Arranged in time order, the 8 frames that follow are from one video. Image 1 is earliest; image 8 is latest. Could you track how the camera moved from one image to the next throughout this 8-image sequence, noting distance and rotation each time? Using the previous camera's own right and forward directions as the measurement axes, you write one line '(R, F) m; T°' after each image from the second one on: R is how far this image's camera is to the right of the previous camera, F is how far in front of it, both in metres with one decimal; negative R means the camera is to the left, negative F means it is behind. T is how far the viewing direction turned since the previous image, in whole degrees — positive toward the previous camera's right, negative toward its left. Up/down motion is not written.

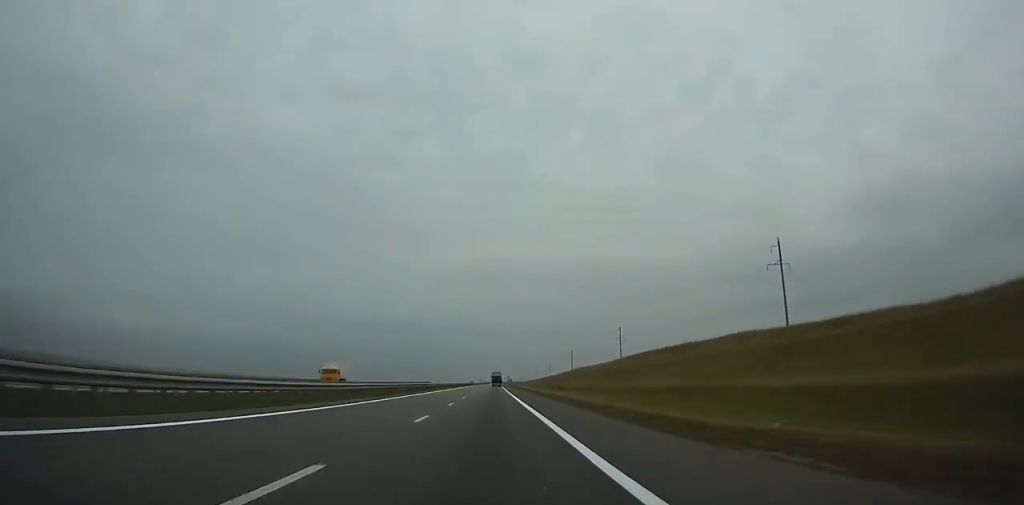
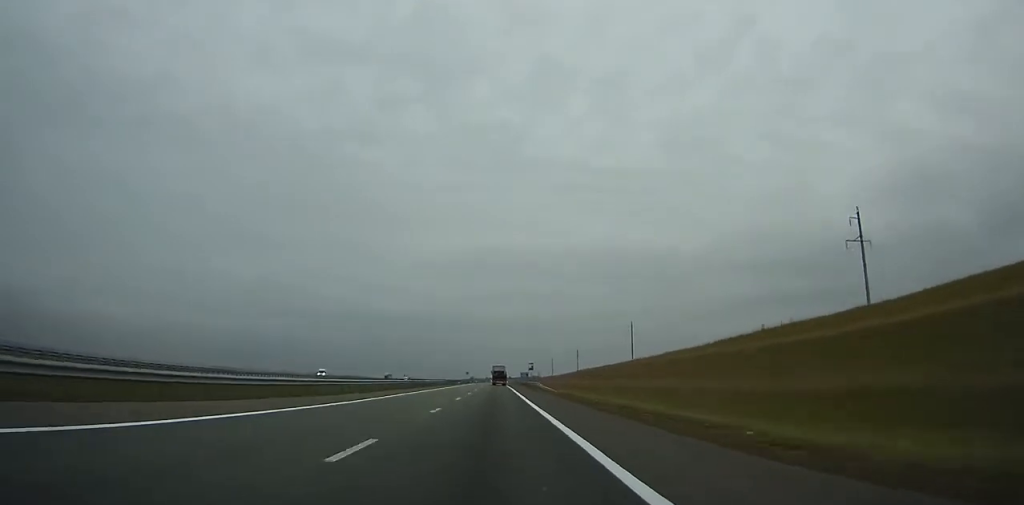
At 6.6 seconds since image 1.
(+0.2, +197.8) m; 0°
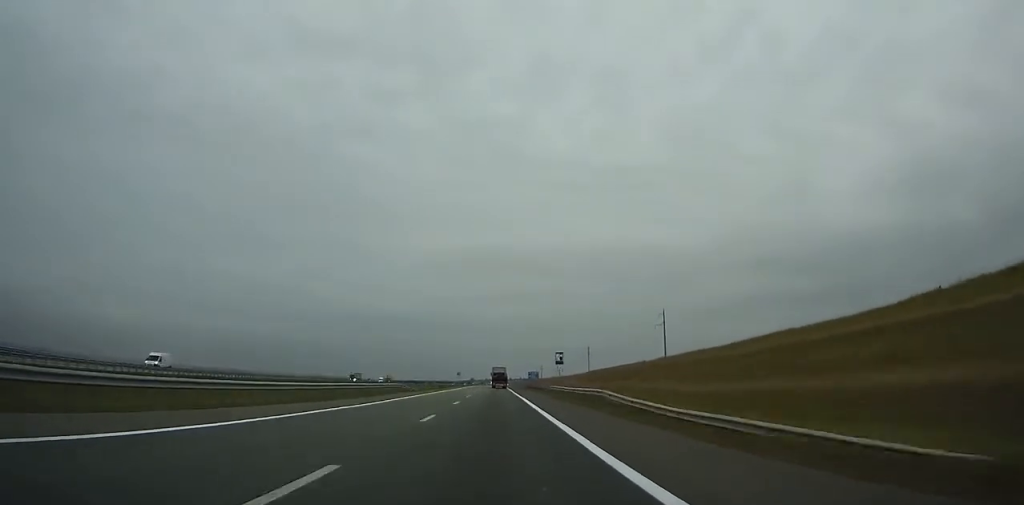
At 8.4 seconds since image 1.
(0.0, +52.3) m; 0°
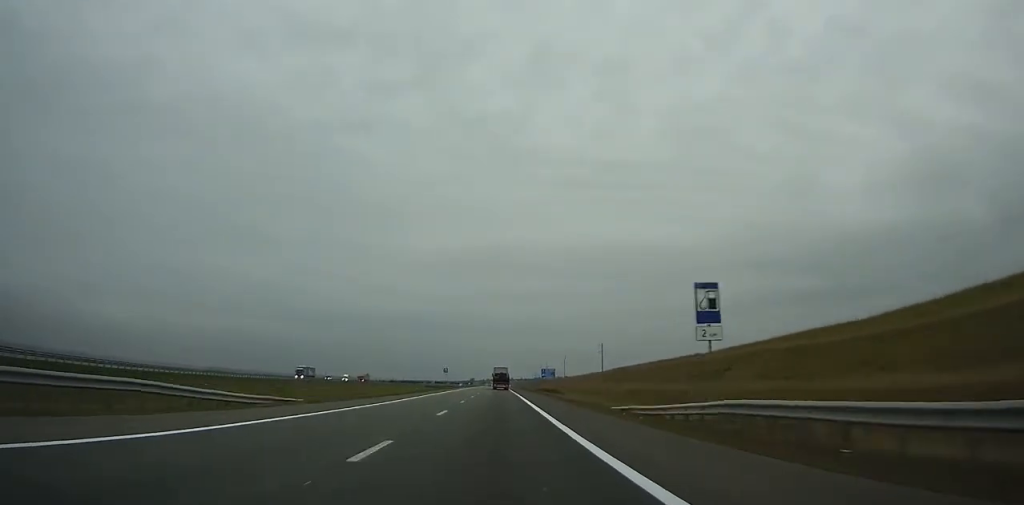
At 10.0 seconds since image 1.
(-0.1, +45.8) m; 0°
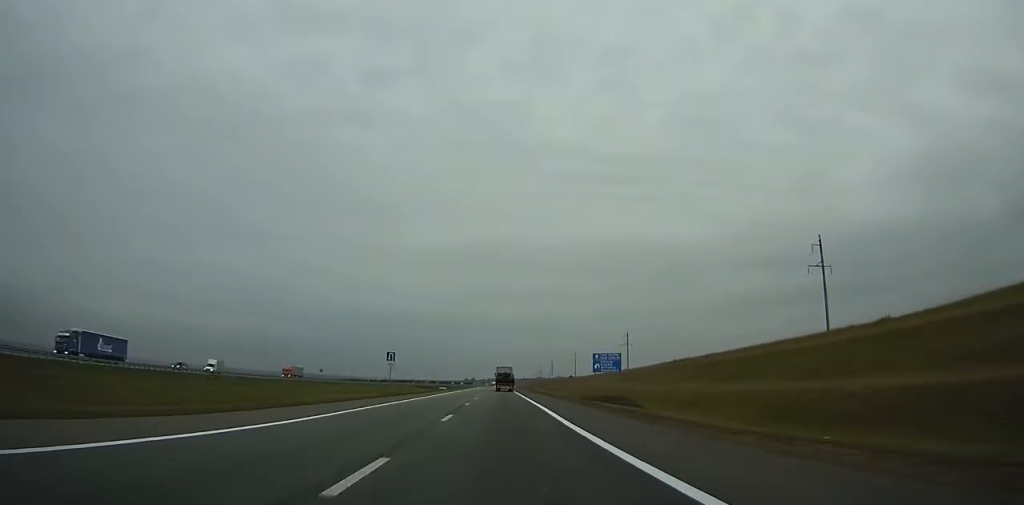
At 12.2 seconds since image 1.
(+0.1, +61.9) m; 0°
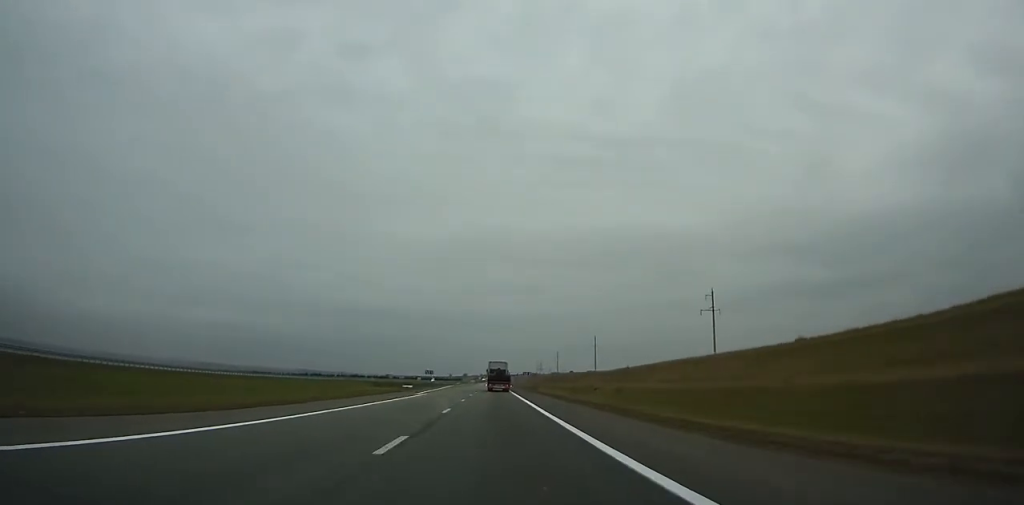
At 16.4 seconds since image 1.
(+0.3, +115.7) m; 0°
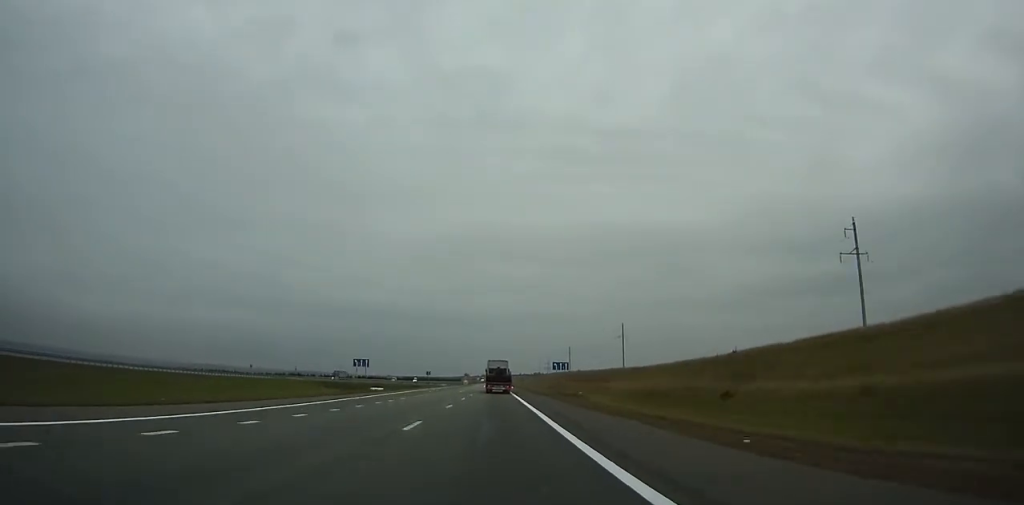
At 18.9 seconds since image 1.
(+0.1, +67.4) m; 0°
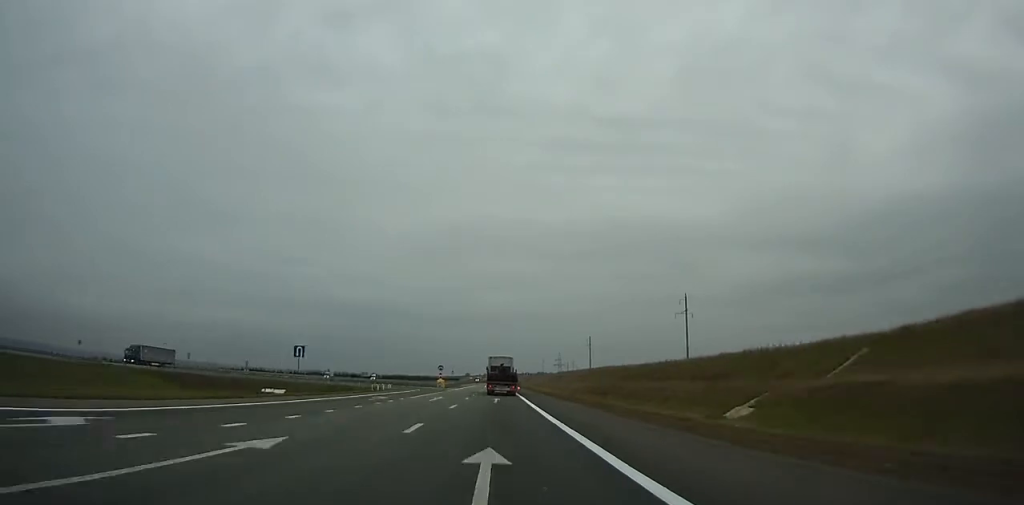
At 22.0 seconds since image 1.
(+0.1, +82.9) m; 0°
